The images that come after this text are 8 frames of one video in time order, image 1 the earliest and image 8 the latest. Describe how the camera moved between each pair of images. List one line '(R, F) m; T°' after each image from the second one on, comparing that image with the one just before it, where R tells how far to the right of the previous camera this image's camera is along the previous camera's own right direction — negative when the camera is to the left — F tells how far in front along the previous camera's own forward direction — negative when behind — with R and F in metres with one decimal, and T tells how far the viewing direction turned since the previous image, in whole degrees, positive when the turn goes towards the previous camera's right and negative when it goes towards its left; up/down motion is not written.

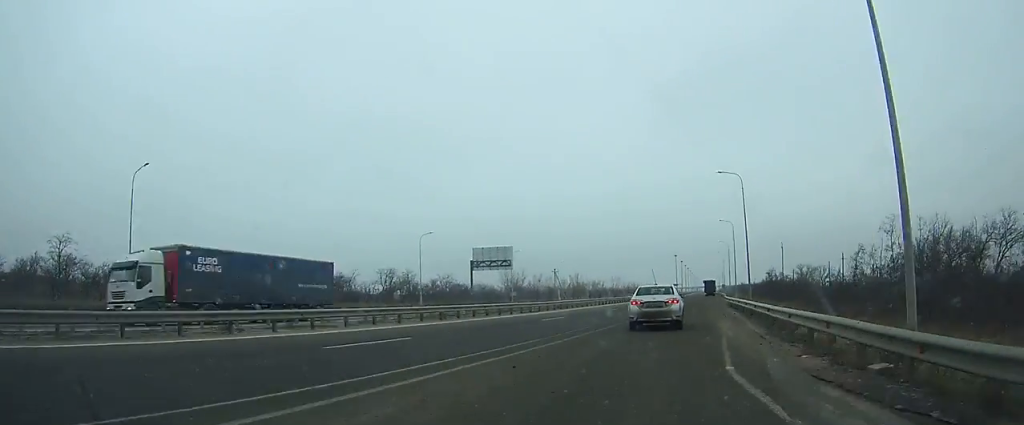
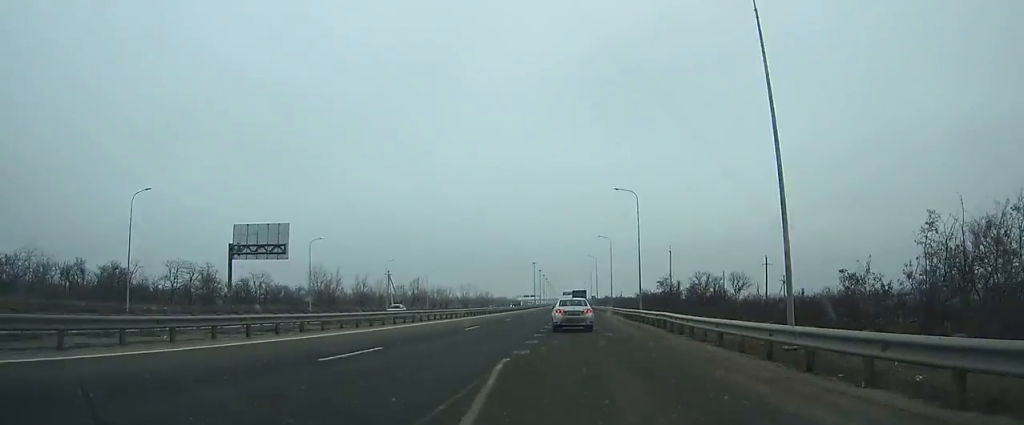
(+3.6, +36.1) m; +7°
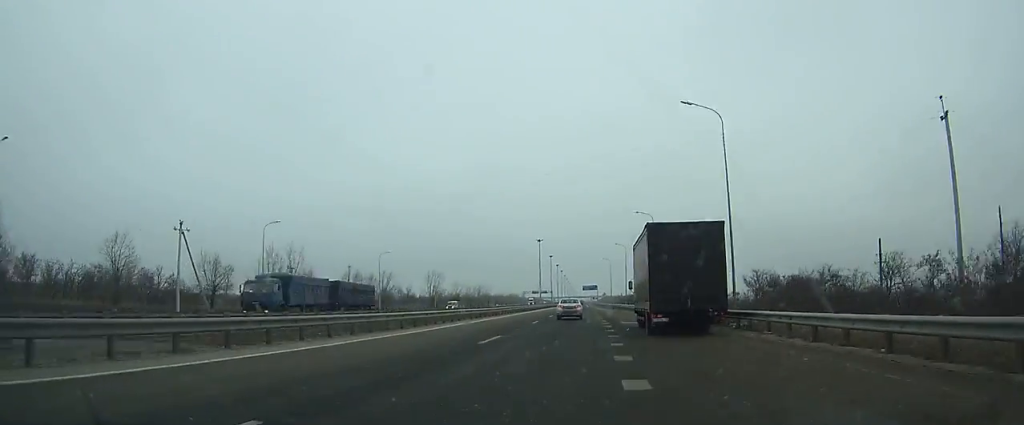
(+3.4, +95.5) m; +2°
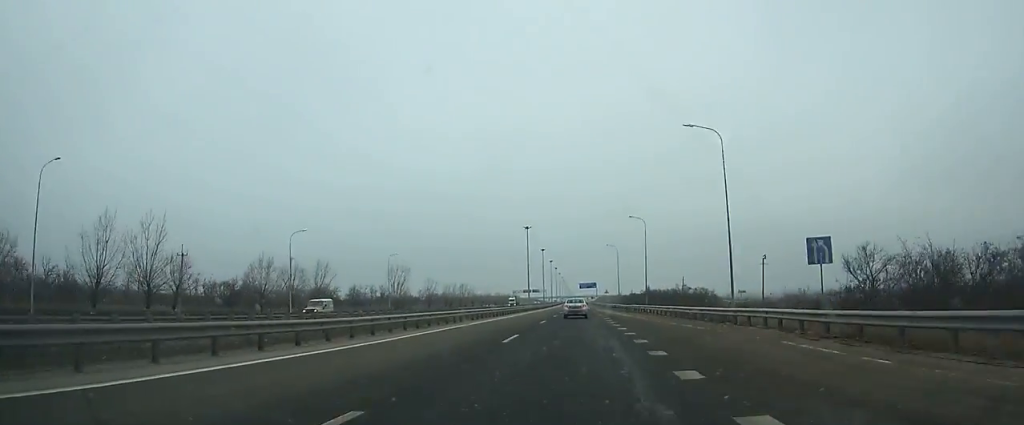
(-0.2, +31.5) m; 0°
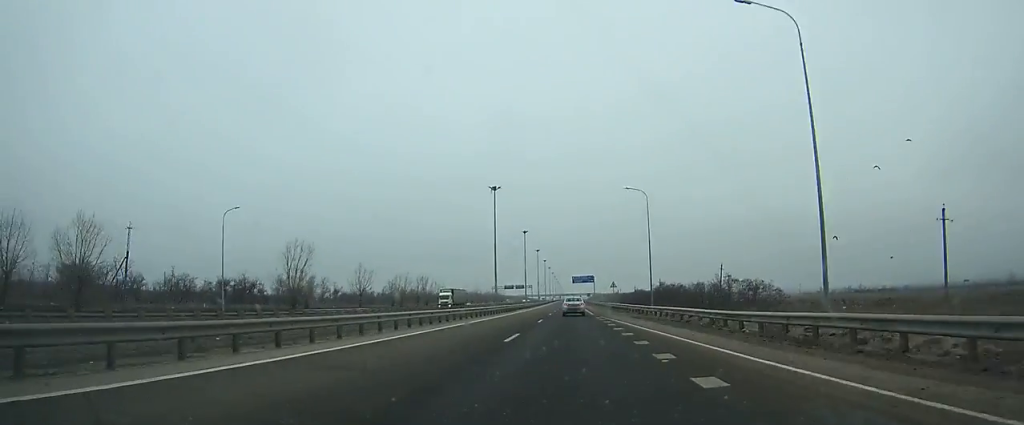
(+0.3, +51.0) m; 0°
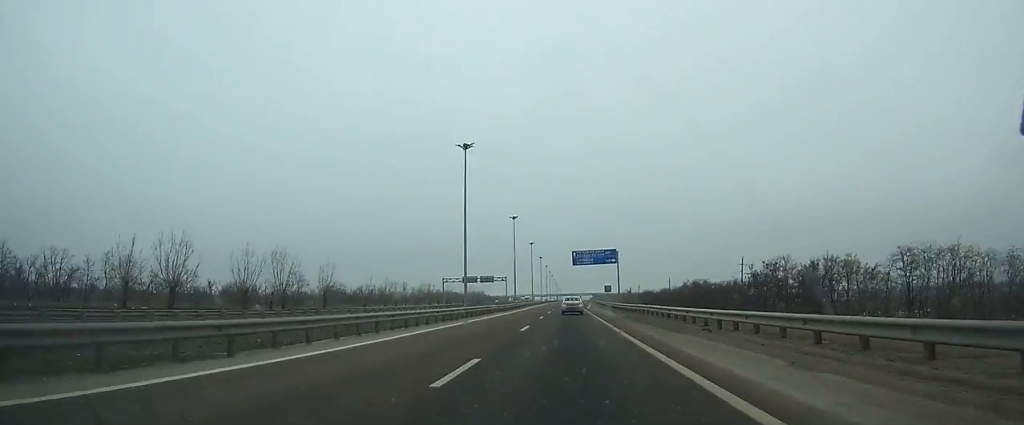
(+0.2, +92.1) m; 0°
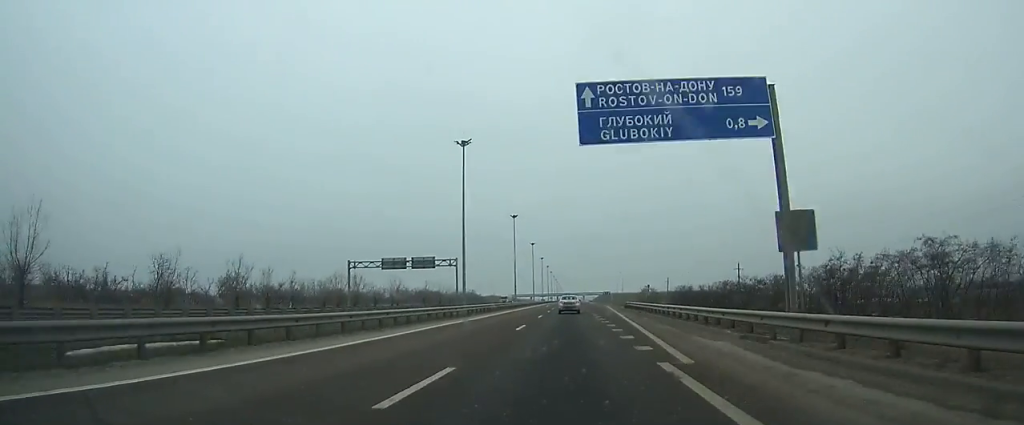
(+0.1, +66.6) m; 0°
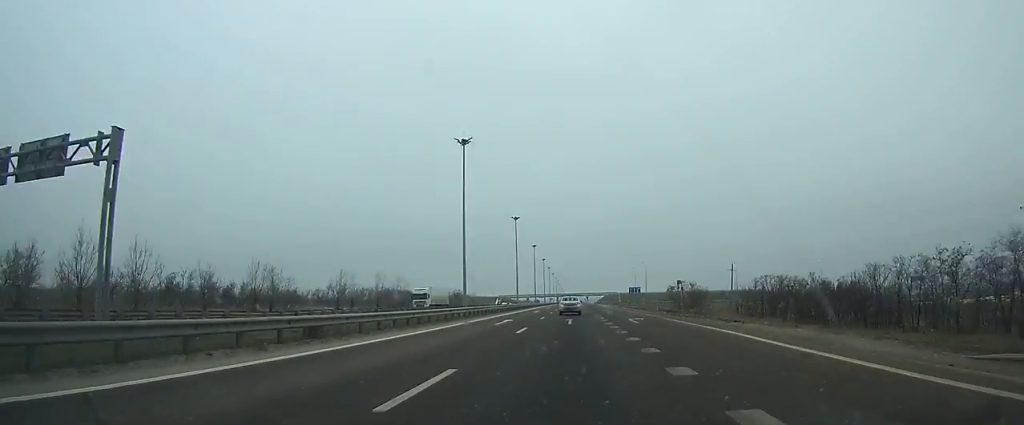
(-0.1, +65.9) m; 0°
